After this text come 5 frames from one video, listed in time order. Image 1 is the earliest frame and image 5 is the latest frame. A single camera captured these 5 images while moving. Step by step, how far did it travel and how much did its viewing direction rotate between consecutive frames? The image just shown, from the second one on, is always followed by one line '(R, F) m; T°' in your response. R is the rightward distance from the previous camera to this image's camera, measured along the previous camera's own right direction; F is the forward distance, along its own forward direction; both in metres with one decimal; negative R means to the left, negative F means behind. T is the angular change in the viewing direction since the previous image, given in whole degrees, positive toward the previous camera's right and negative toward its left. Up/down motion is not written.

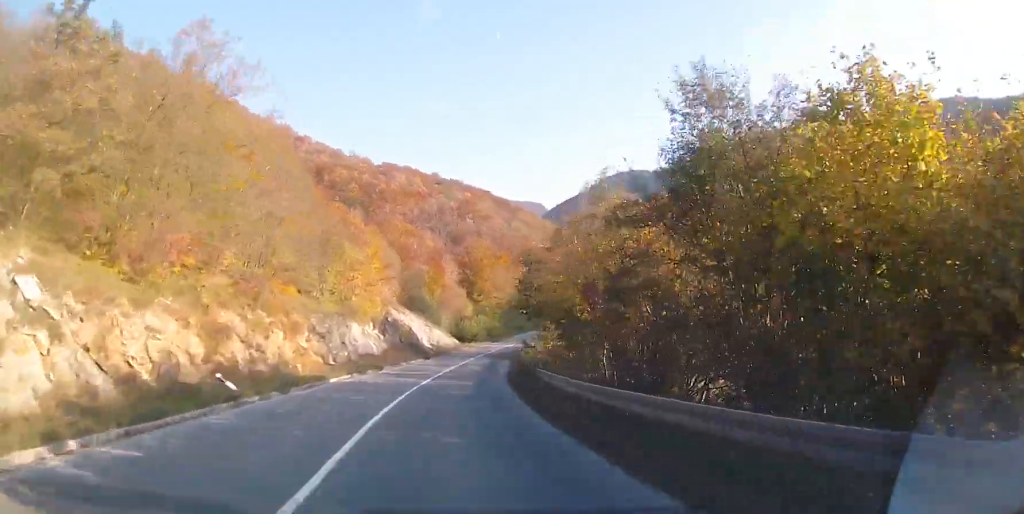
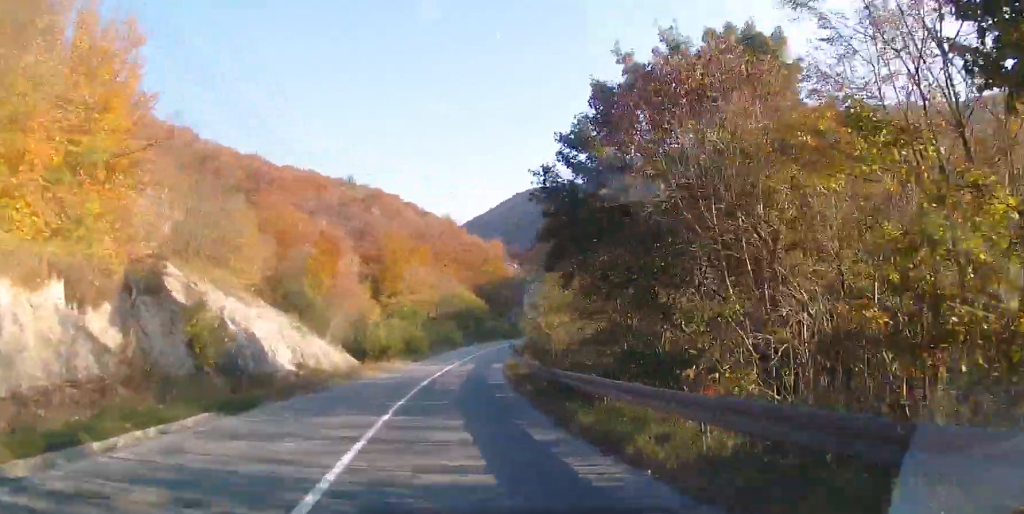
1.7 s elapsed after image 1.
(+2.3, +33.1) m; +6°
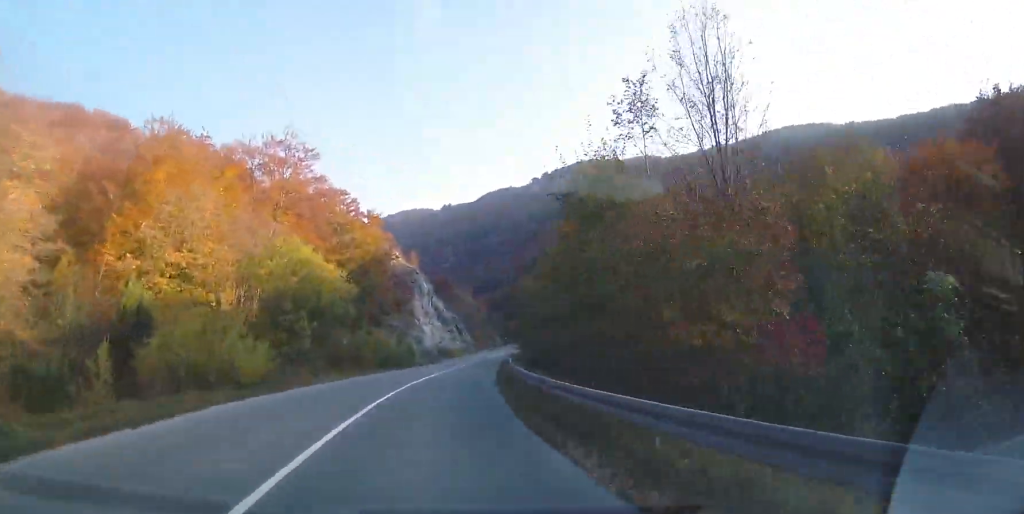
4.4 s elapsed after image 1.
(+8.8, +51.0) m; +18°
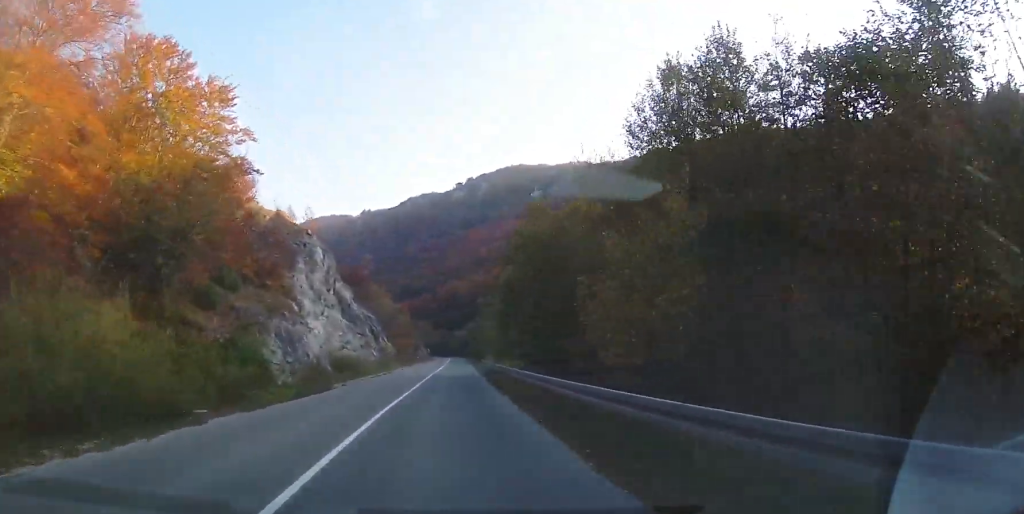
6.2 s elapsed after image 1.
(+1.1, +33.5) m; +5°
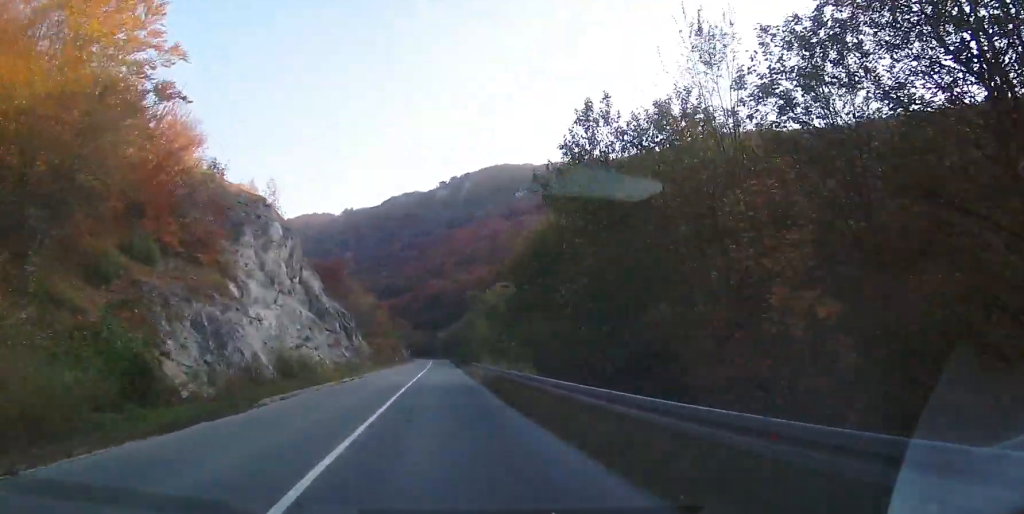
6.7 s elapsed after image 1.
(+0.2, +9.6) m; +2°
